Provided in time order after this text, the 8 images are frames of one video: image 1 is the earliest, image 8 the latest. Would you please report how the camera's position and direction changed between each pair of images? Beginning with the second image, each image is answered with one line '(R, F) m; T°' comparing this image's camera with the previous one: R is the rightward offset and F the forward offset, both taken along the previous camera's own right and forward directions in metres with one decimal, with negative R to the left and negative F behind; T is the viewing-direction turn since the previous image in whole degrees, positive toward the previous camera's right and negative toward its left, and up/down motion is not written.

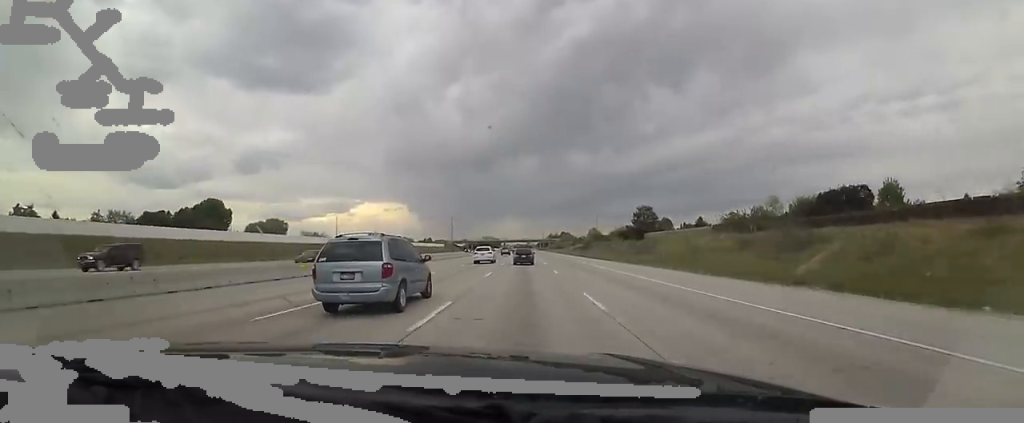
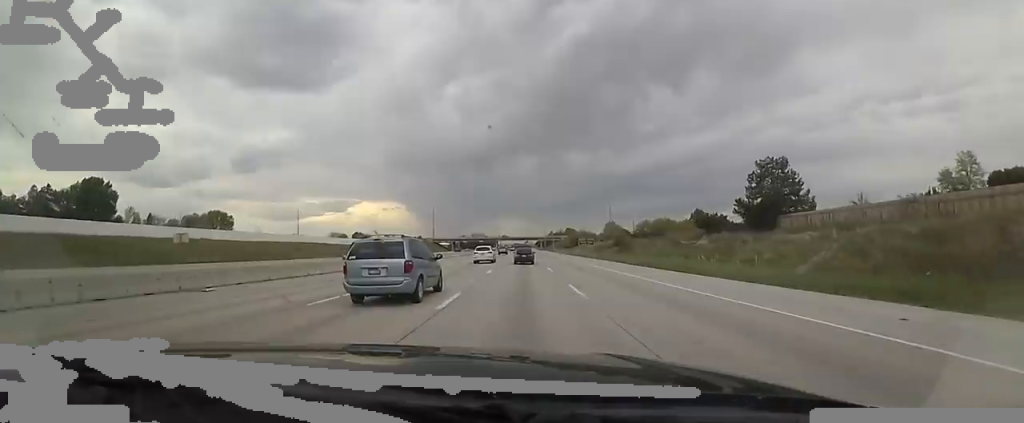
(0.0, +58.6) m; 0°
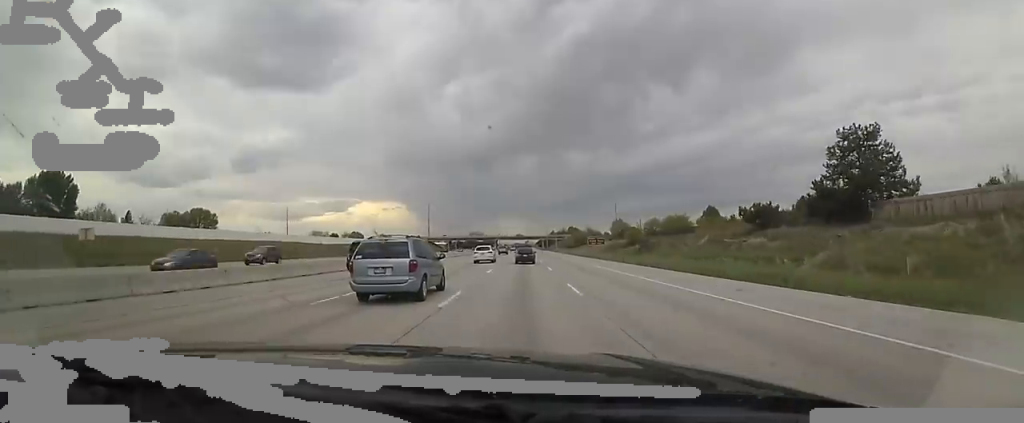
(0.0, +14.4) m; 0°
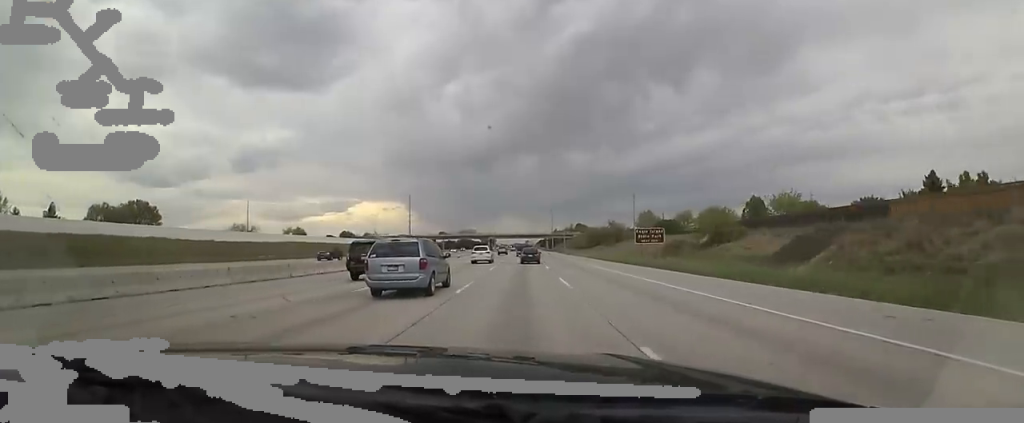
(0.0, +40.8) m; 0°
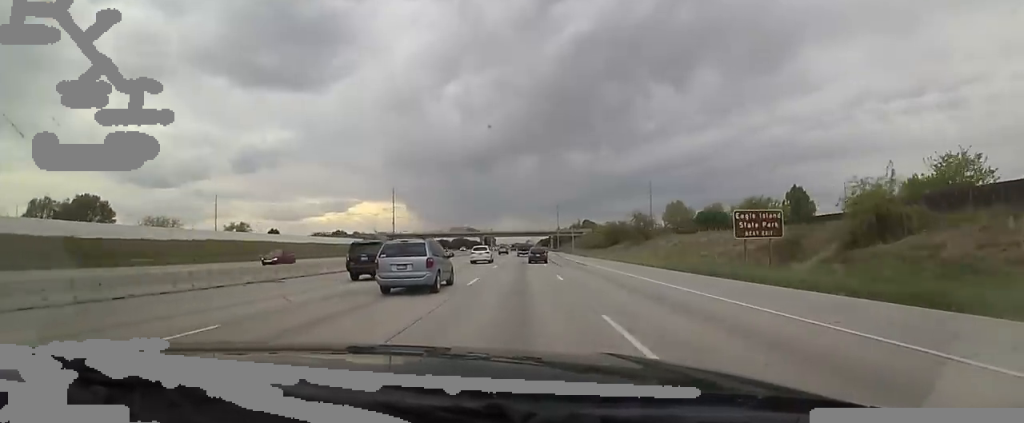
(0.0, +26.7) m; 0°
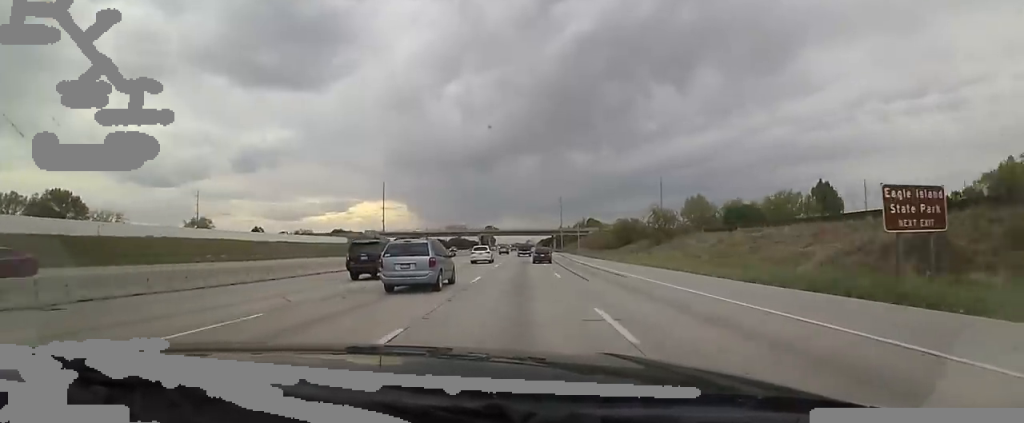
(0.0, +13.4) m; 0°
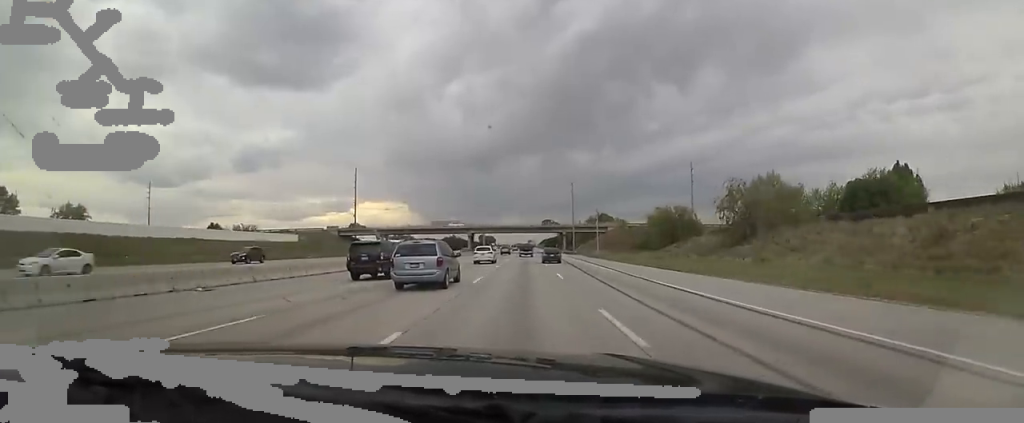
(0.0, +30.3) m; 0°
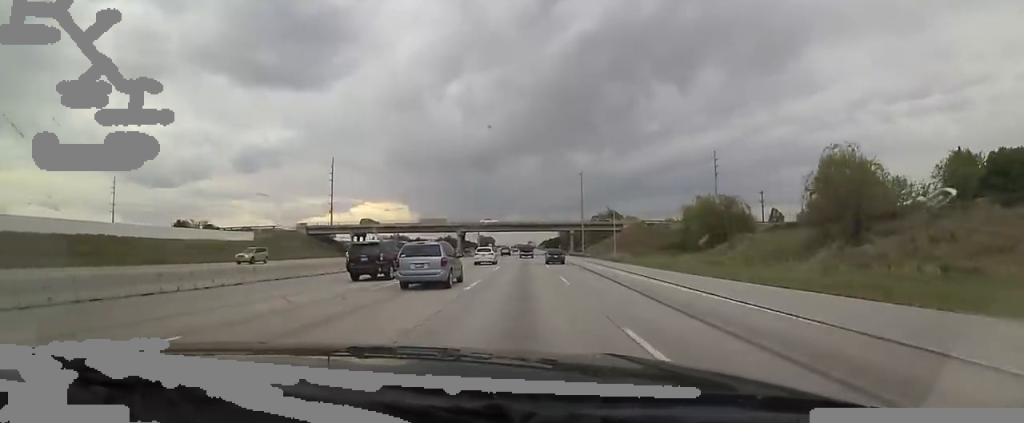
(0.0, +18.0) m; 0°
